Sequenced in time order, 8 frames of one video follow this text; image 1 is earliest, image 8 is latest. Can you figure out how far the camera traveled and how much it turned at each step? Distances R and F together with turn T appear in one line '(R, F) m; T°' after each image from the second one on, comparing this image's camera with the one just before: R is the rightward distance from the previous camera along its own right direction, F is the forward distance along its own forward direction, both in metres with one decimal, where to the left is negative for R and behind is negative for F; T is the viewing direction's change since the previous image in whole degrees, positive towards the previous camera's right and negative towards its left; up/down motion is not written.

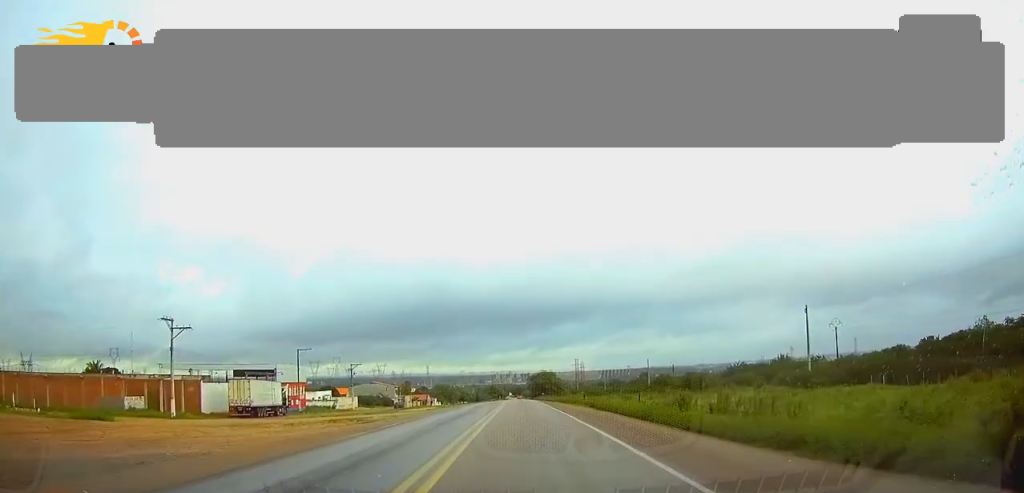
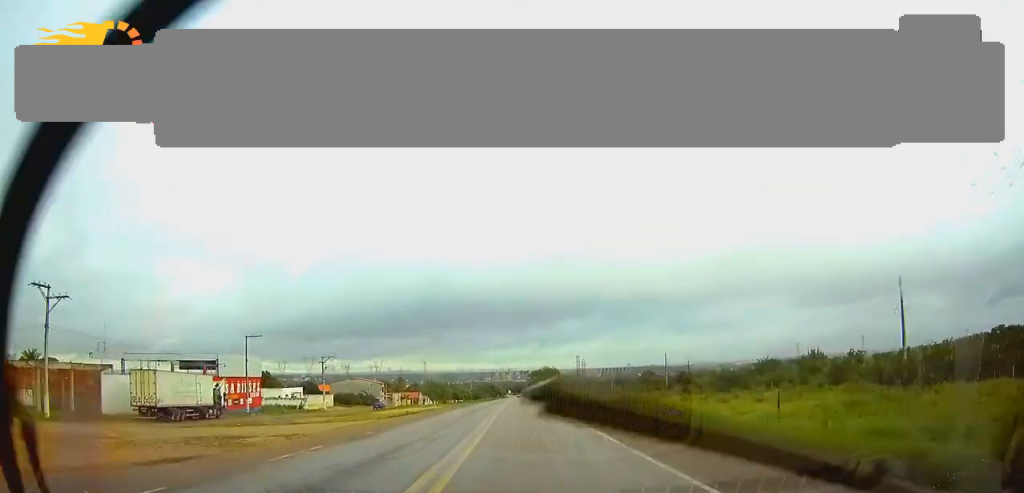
(-0.1, +21.0) m; 0°
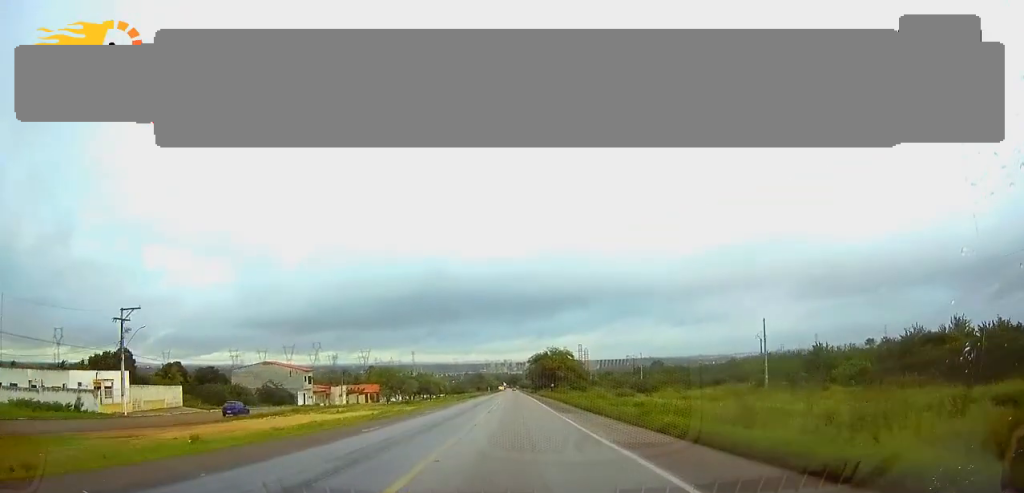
(+0.4, +64.7) m; 0°
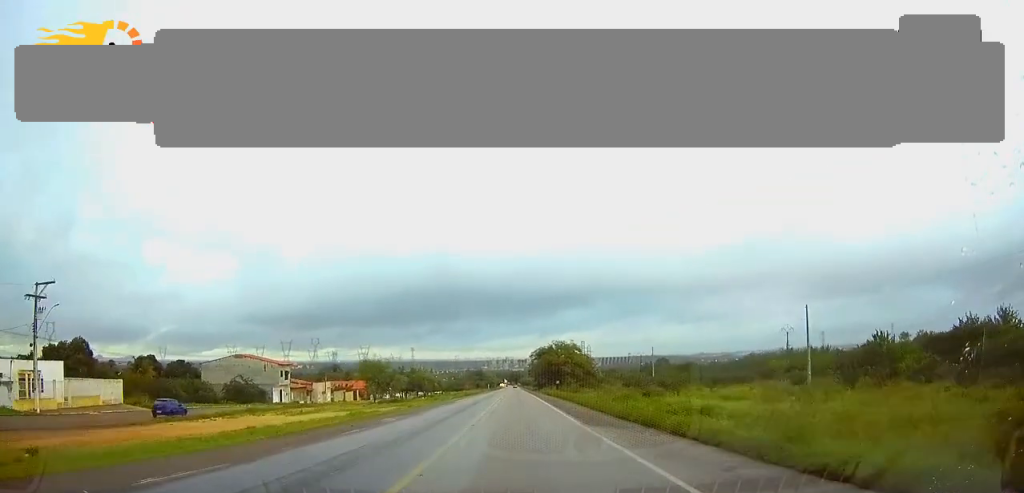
(0.0, +13.6) m; 0°
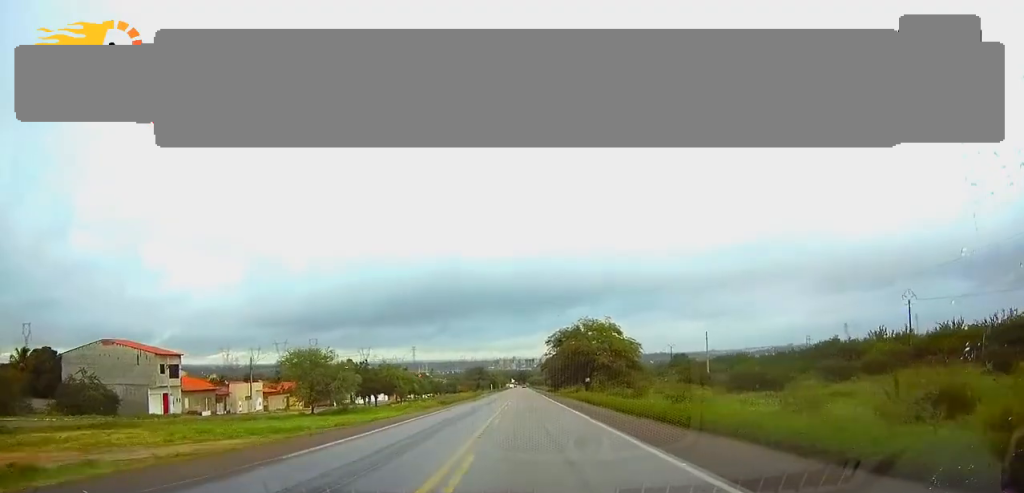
(0.0, +41.9) m; 0°
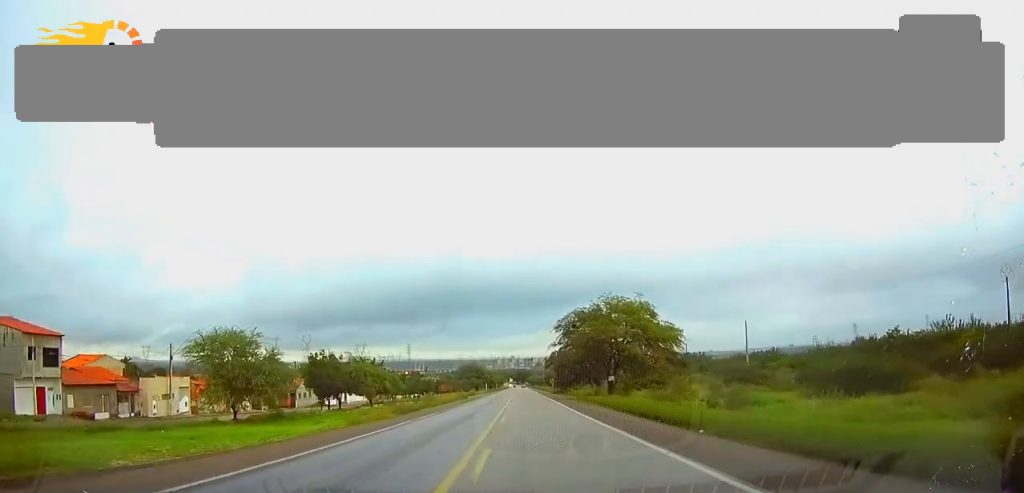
(-0.1, +22.8) m; 0°
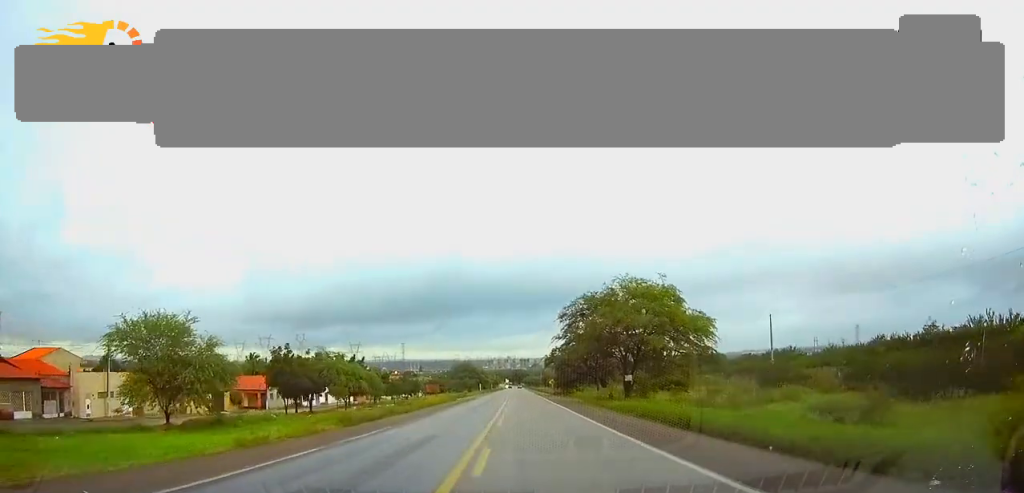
(0.0, +11.8) m; 0°
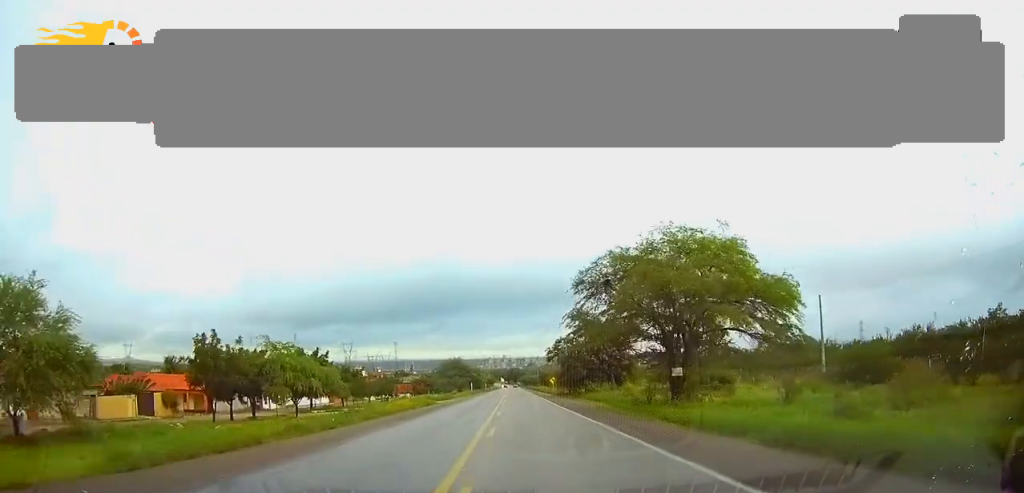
(0.0, +17.2) m; 0°
